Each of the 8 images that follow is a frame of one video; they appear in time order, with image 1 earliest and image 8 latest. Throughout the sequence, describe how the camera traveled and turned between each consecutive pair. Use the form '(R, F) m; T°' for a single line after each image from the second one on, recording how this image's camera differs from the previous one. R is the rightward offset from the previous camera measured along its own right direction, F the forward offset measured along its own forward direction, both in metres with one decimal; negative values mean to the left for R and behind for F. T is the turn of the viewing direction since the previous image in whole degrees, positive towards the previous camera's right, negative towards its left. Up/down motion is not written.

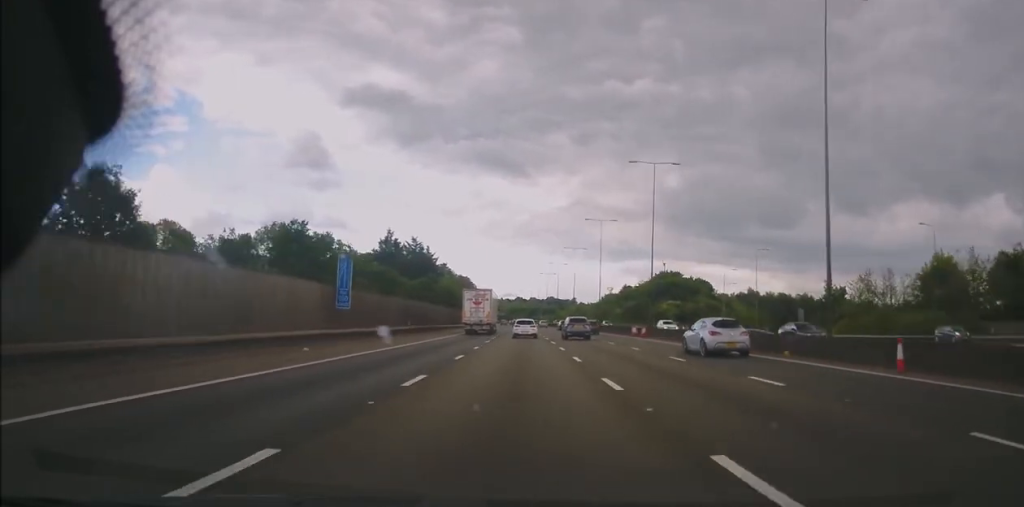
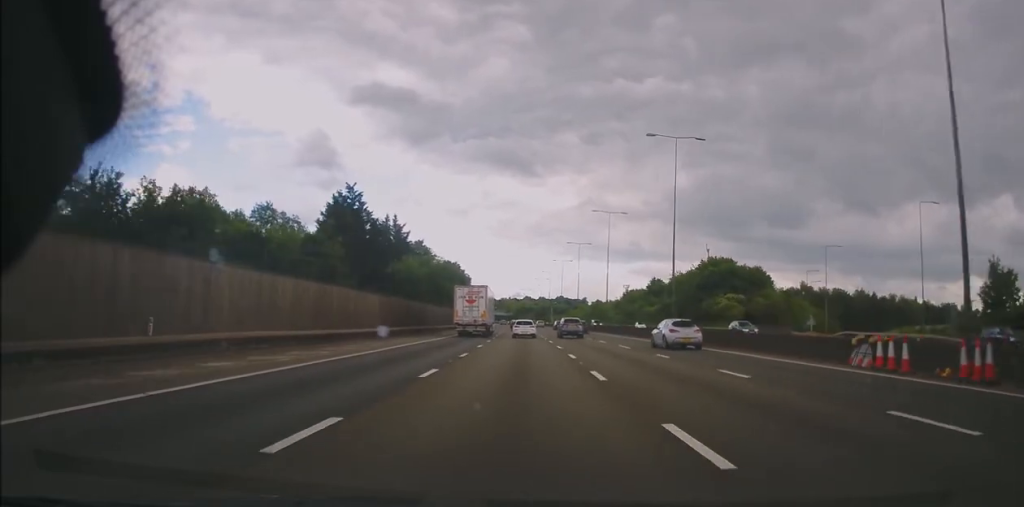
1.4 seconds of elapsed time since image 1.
(-0.2, +38.6) m; -1°
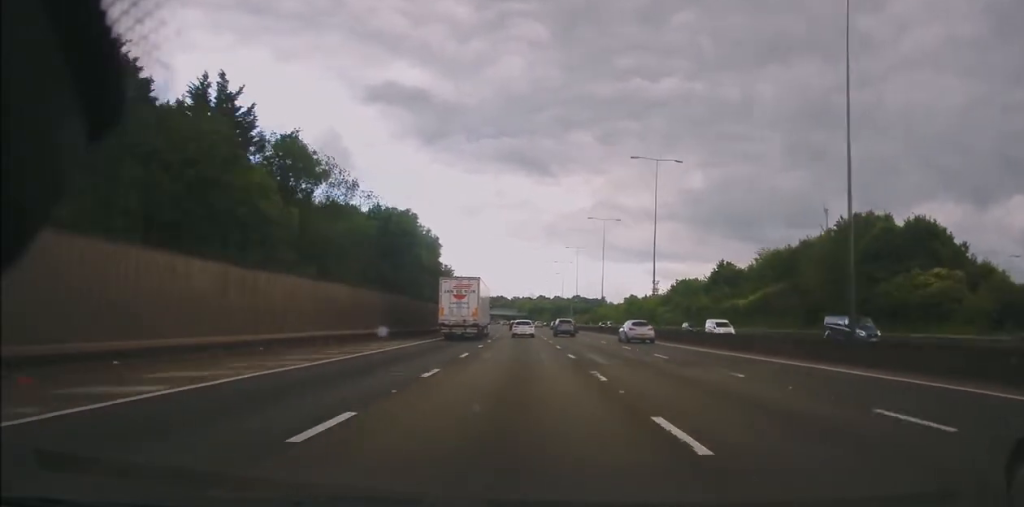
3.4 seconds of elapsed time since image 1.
(0.0, +56.6) m; 0°
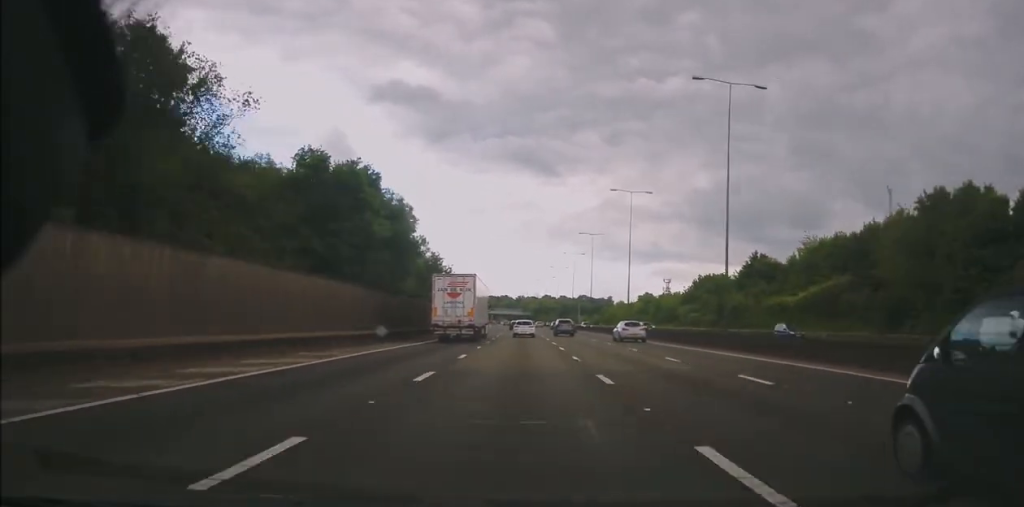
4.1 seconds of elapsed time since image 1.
(0.0, +17.7) m; -1°
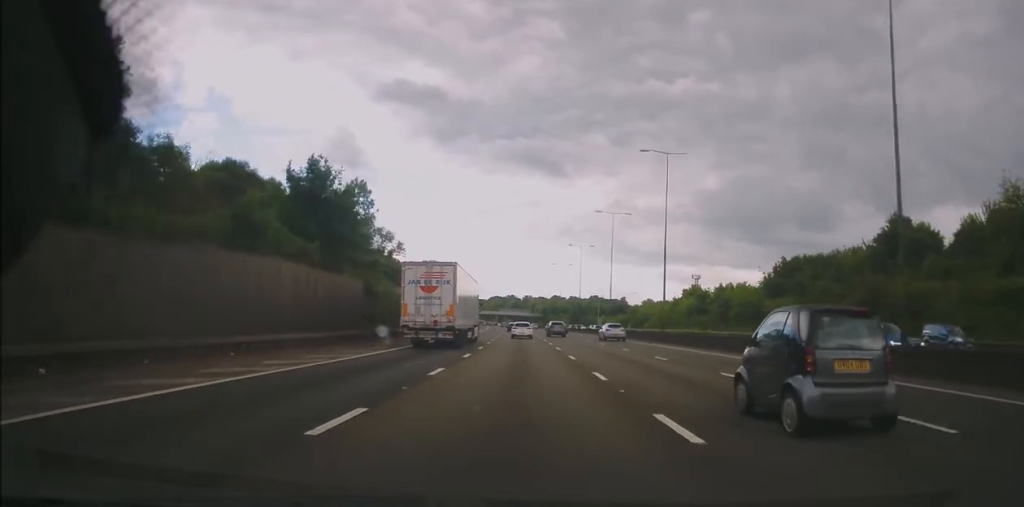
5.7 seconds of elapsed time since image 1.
(-1.3, +46.5) m; -2°
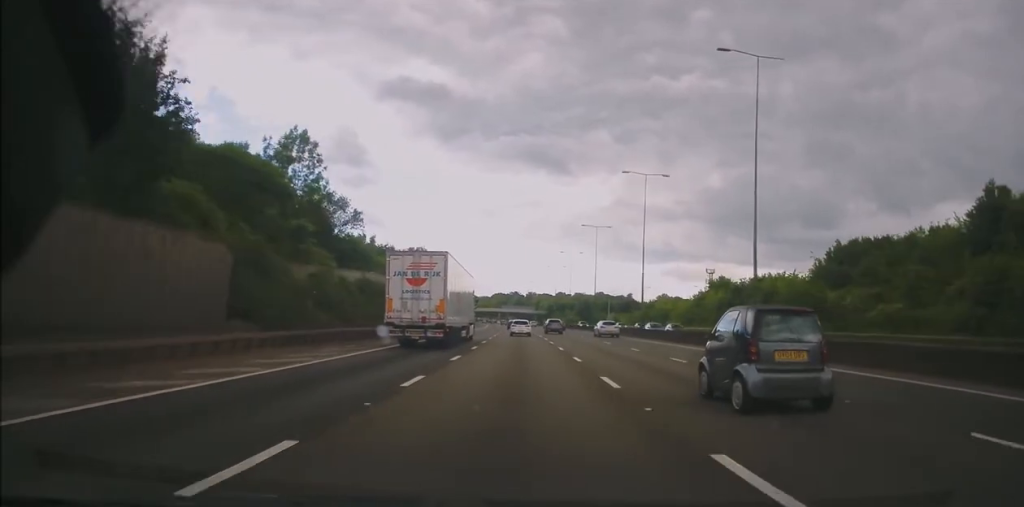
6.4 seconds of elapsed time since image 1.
(+0.3, +18.8) m; 0°
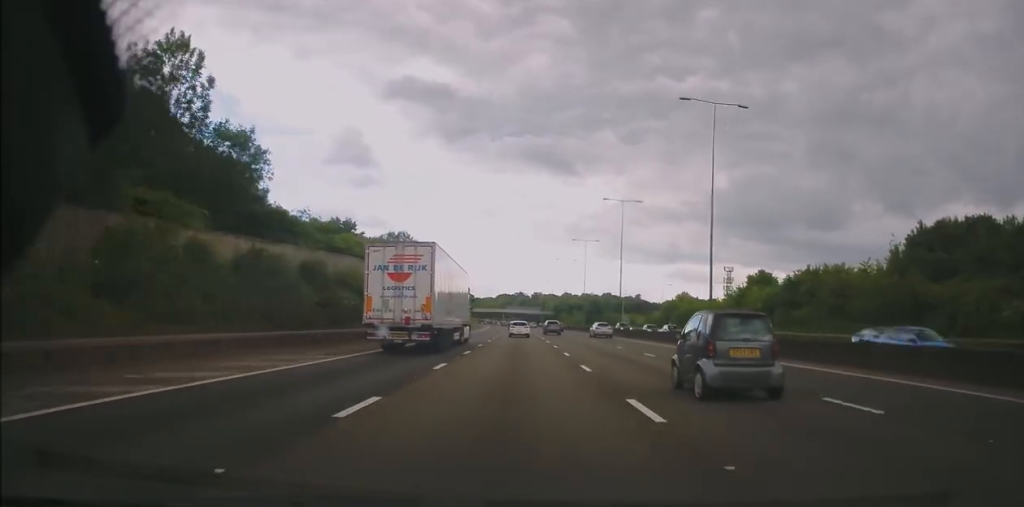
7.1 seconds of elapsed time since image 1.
(0.0, +18.9) m; 0°
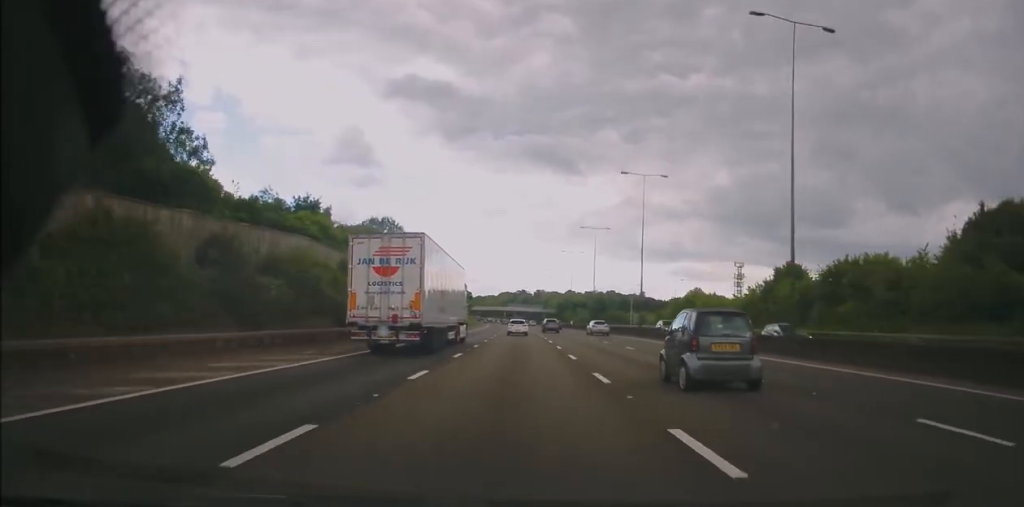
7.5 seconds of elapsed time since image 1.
(-0.1, +11.4) m; 0°
